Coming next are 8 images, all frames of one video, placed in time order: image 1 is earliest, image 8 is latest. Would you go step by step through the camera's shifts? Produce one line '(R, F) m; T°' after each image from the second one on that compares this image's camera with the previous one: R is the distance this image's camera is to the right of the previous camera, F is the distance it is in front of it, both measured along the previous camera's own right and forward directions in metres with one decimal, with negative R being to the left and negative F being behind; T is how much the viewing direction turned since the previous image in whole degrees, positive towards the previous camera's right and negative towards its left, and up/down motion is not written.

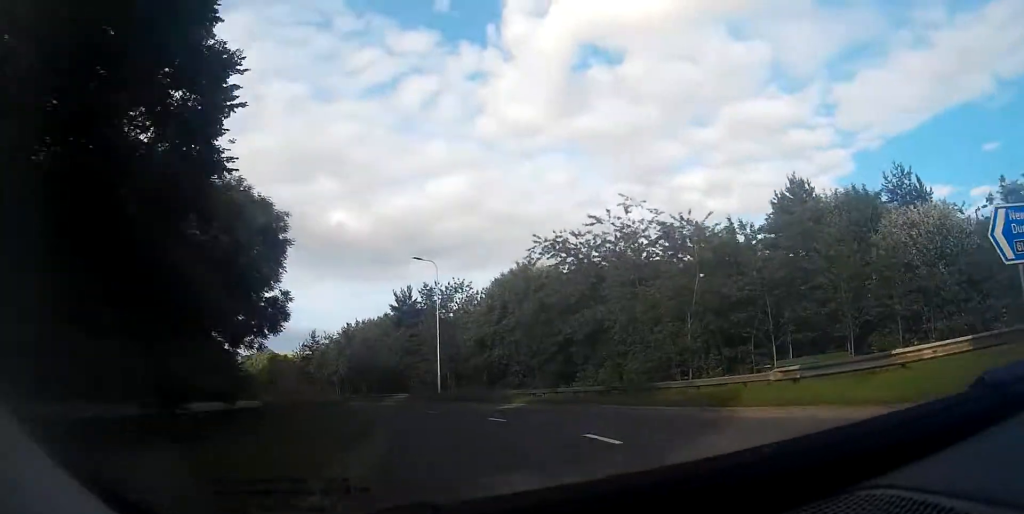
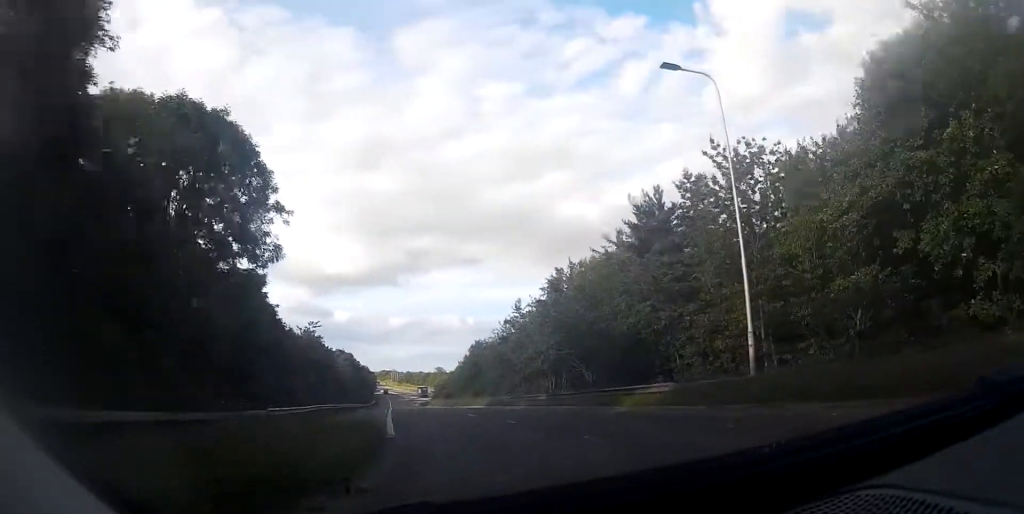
(-4.0, +25.6) m; -20°
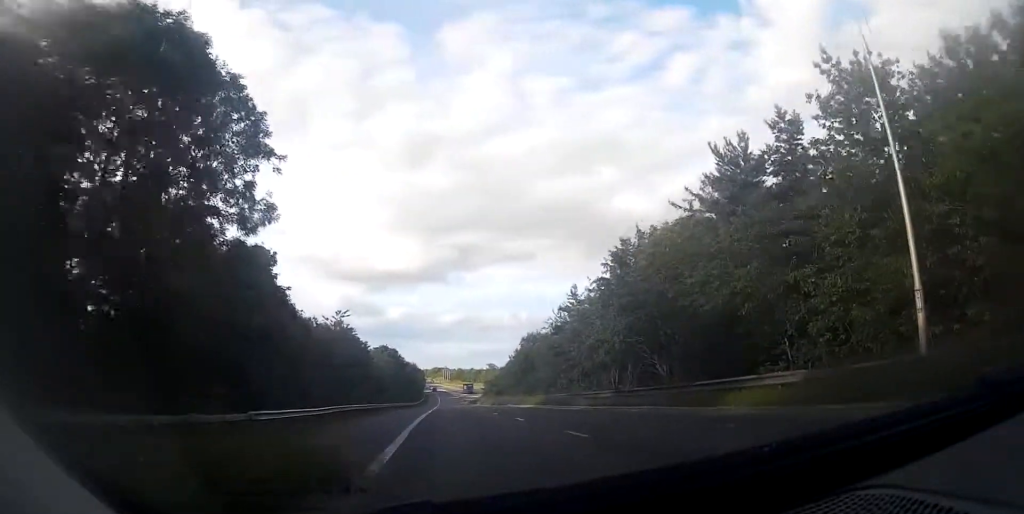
(-0.3, +6.1) m; -5°
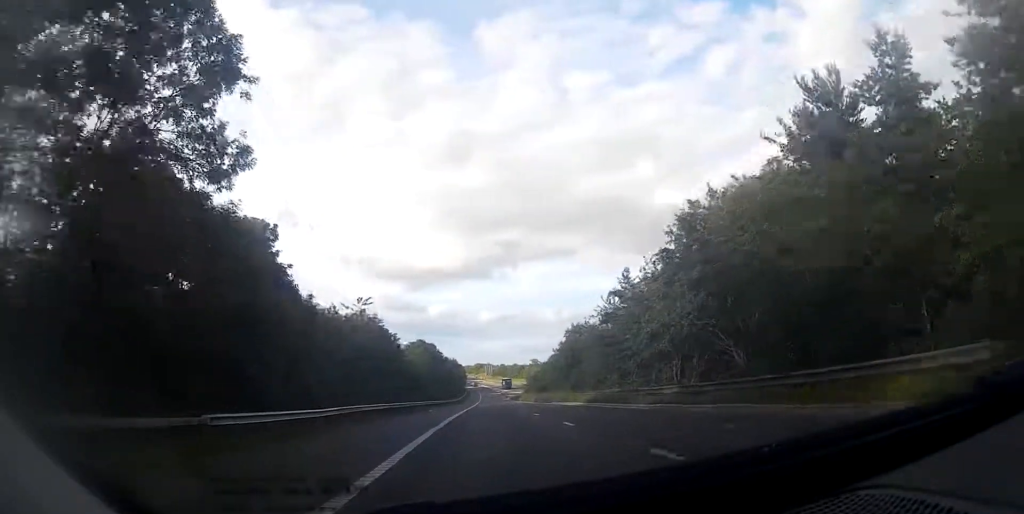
(-0.2, +5.3) m; -3°
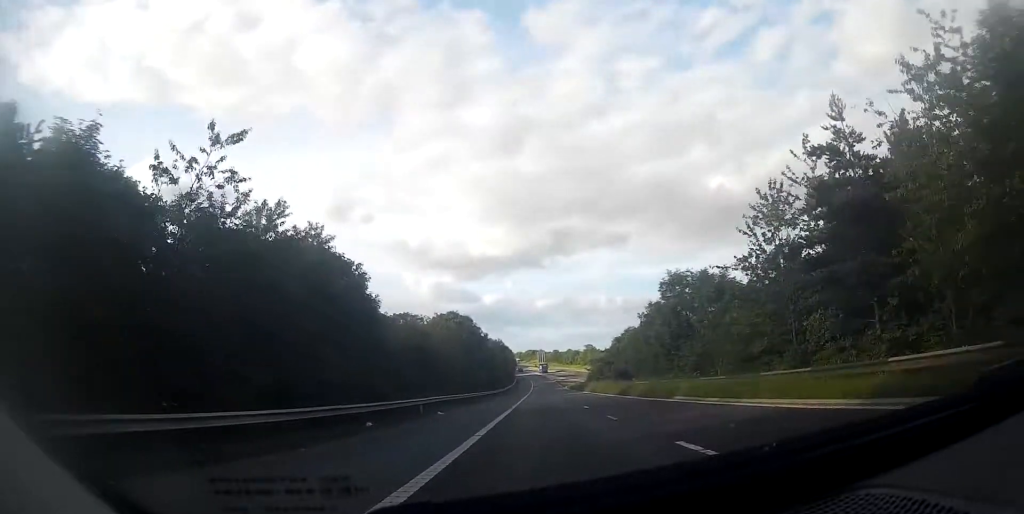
(-2.8, +23.3) m; -13°
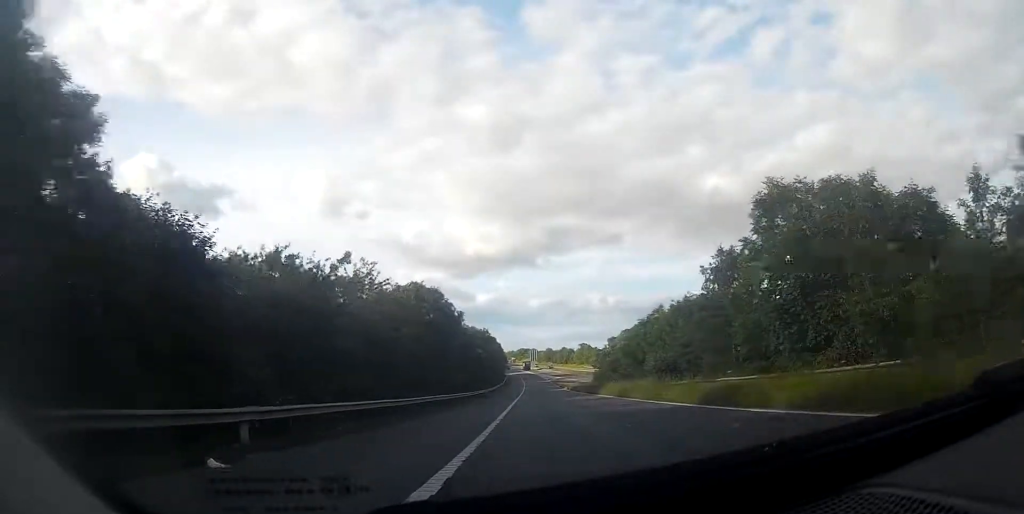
(-0.9, +18.2) m; -5°
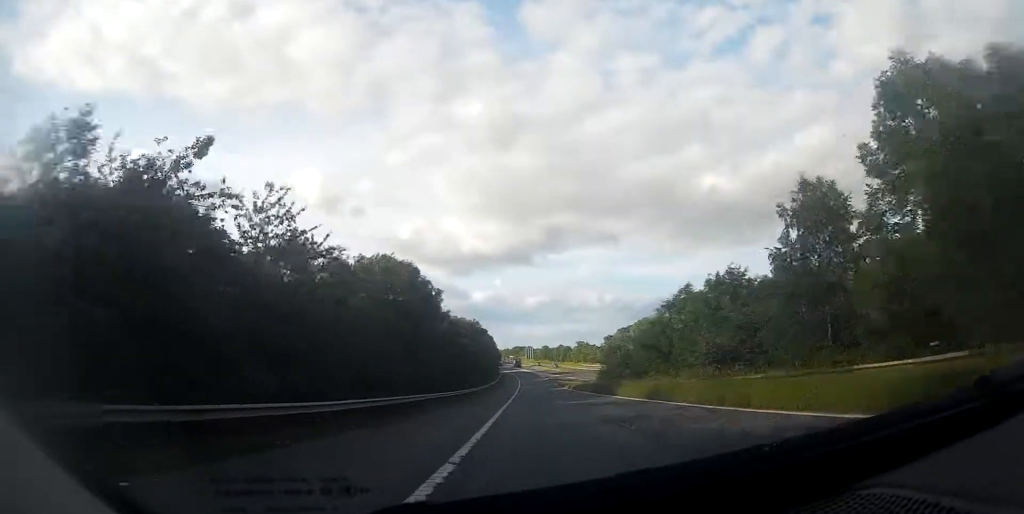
(-0.2, +9.6) m; -1°
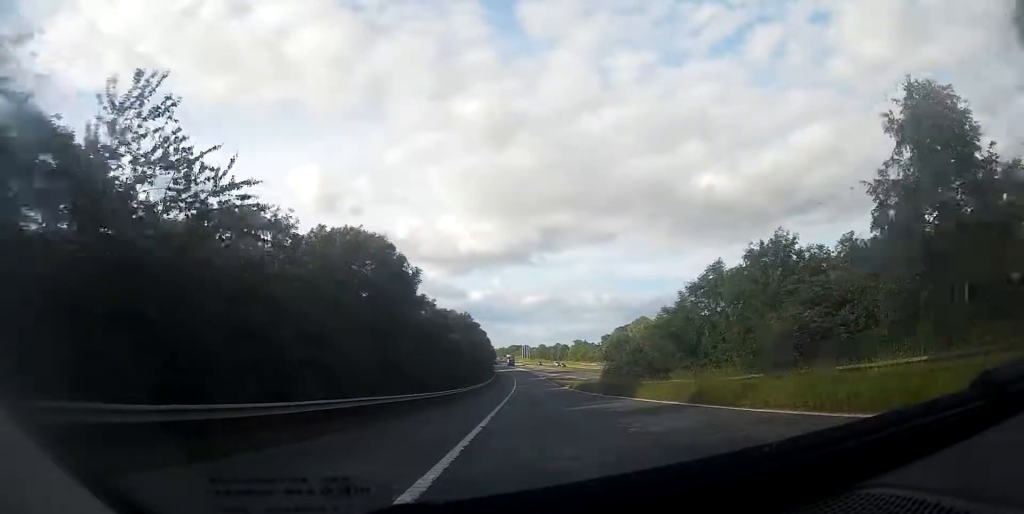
(+0.1, +7.2) m; 0°
